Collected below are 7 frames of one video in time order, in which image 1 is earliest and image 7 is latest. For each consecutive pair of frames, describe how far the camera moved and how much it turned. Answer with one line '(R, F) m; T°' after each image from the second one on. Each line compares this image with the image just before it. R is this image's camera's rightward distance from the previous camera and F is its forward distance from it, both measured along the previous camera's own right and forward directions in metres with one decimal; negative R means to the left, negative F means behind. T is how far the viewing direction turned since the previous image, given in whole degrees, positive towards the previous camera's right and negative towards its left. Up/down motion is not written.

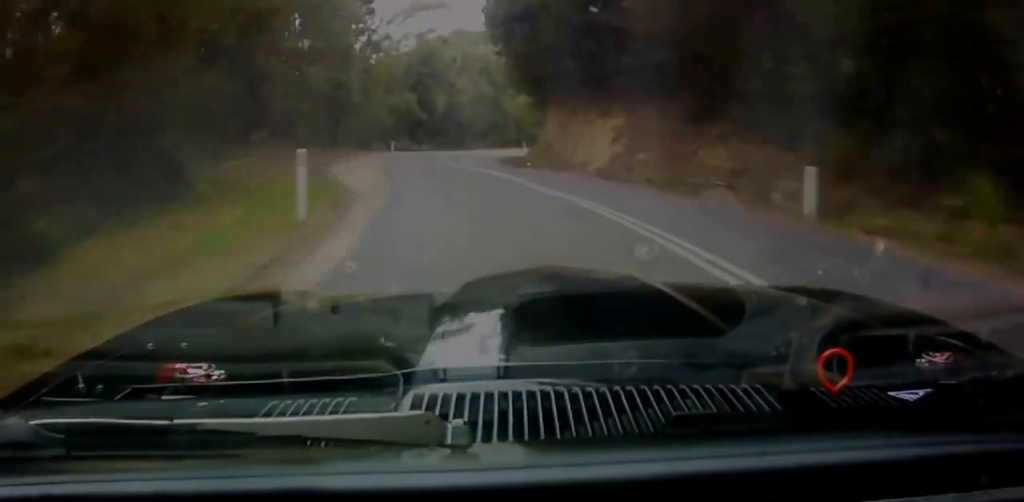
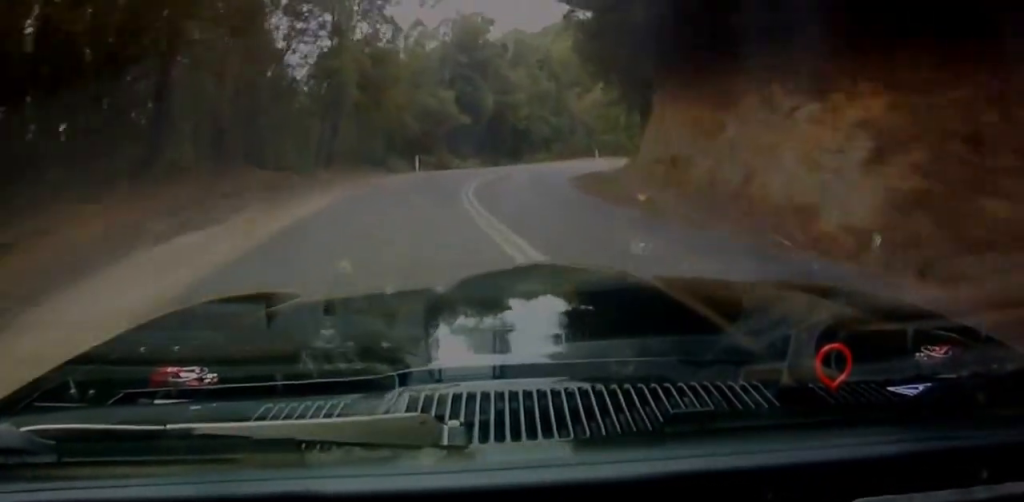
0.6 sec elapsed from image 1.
(-2.1, +16.1) m; -6°
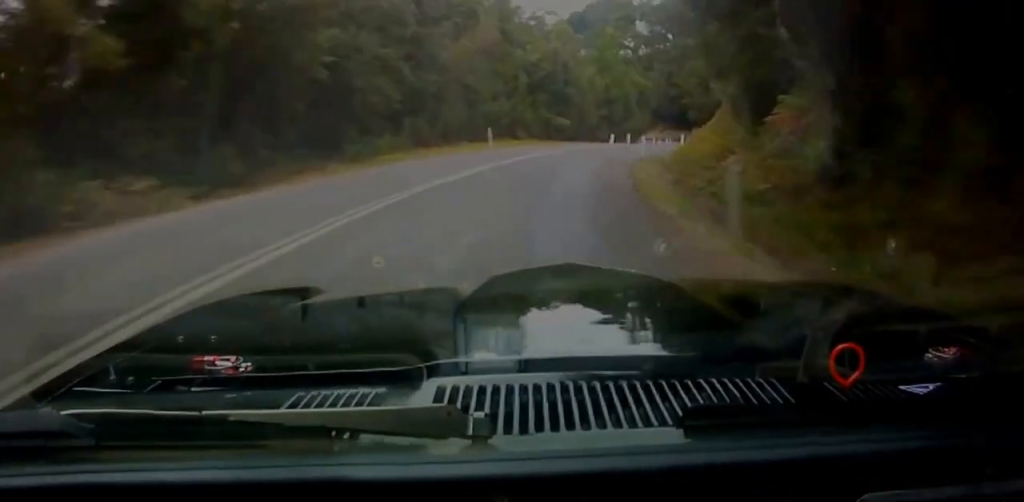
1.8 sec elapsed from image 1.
(-3.0, +35.2) m; -3°
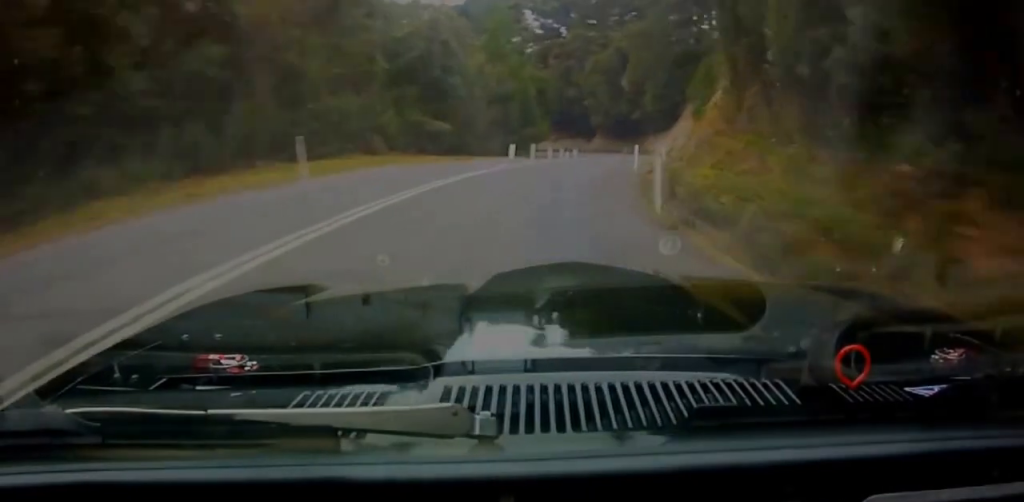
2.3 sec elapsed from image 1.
(+0.4, +17.1) m; -1°
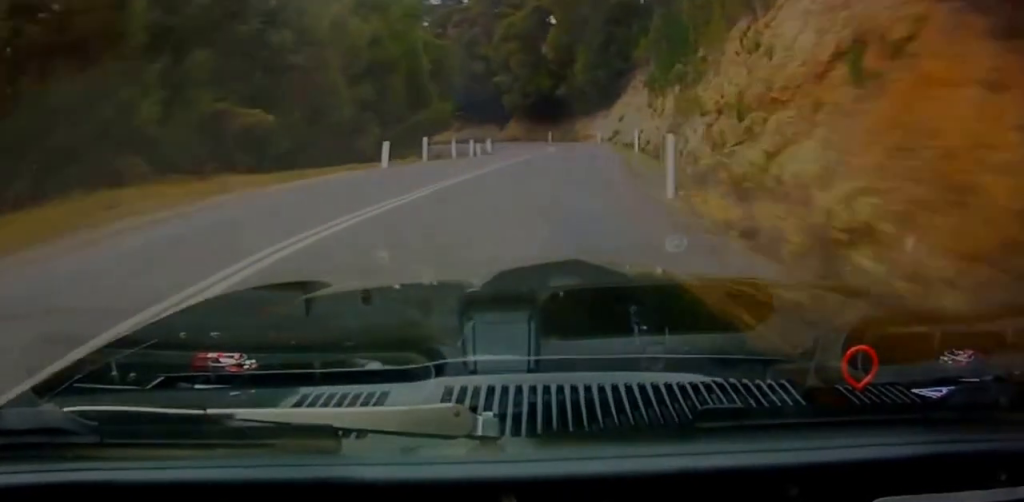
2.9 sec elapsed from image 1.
(+1.7, +17.1) m; -3°
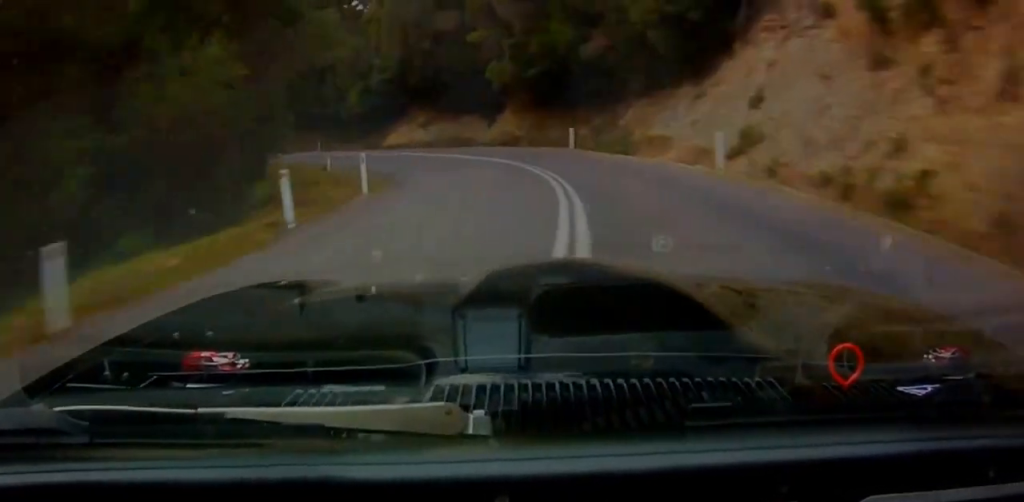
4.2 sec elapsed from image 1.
(-7.0, +34.0) m; -18°
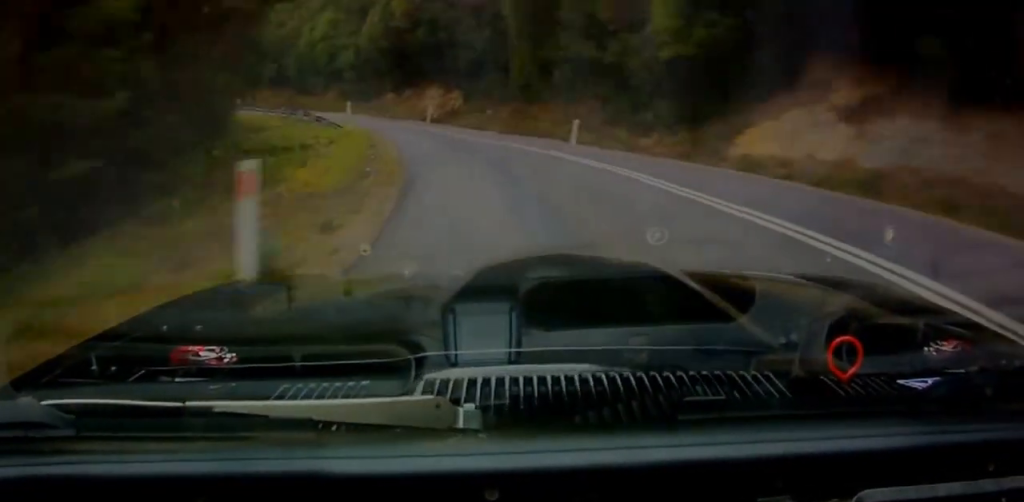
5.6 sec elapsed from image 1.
(-2.7, +34.6) m; -5°
